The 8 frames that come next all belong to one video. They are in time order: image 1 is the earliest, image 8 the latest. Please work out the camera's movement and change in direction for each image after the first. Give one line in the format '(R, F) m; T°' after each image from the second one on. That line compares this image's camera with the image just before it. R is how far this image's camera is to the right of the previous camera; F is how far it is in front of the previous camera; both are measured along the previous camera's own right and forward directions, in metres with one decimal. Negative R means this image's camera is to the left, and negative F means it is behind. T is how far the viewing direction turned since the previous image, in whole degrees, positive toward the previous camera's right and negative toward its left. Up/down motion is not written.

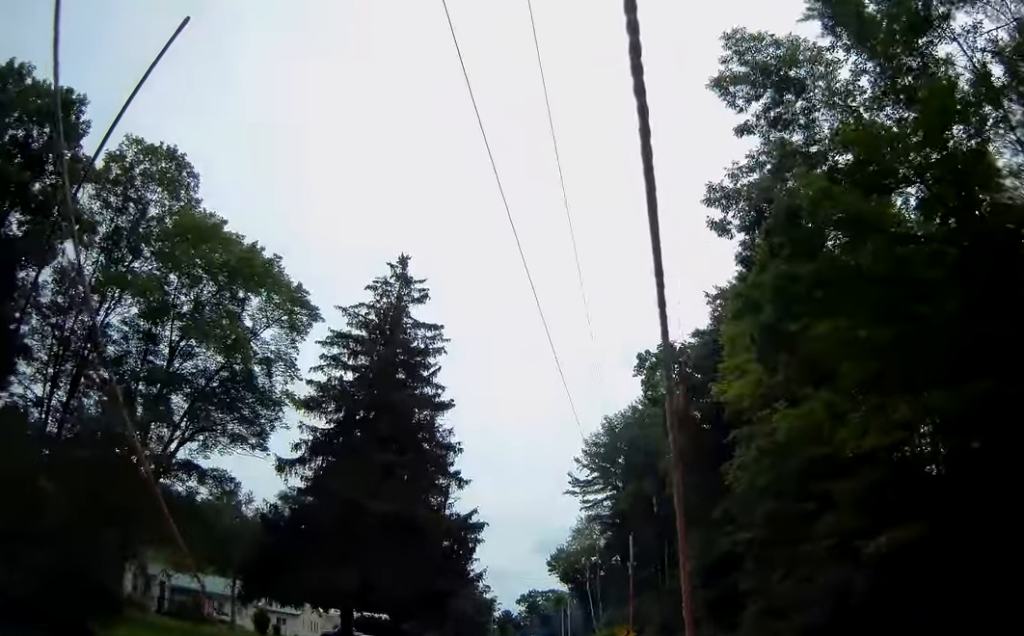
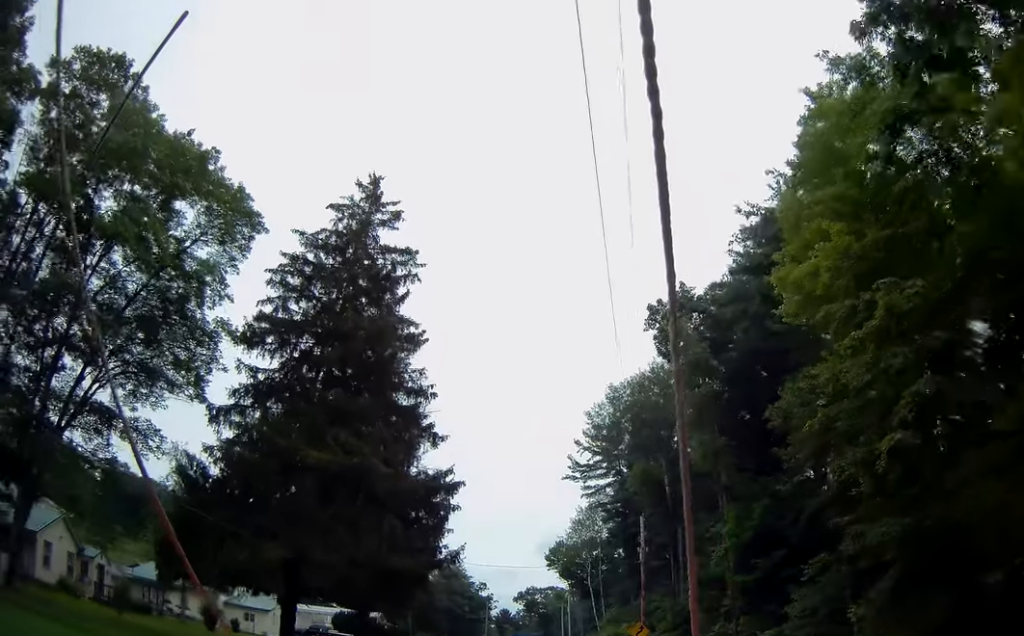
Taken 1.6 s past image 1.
(+0.1, +8.3) m; -1°
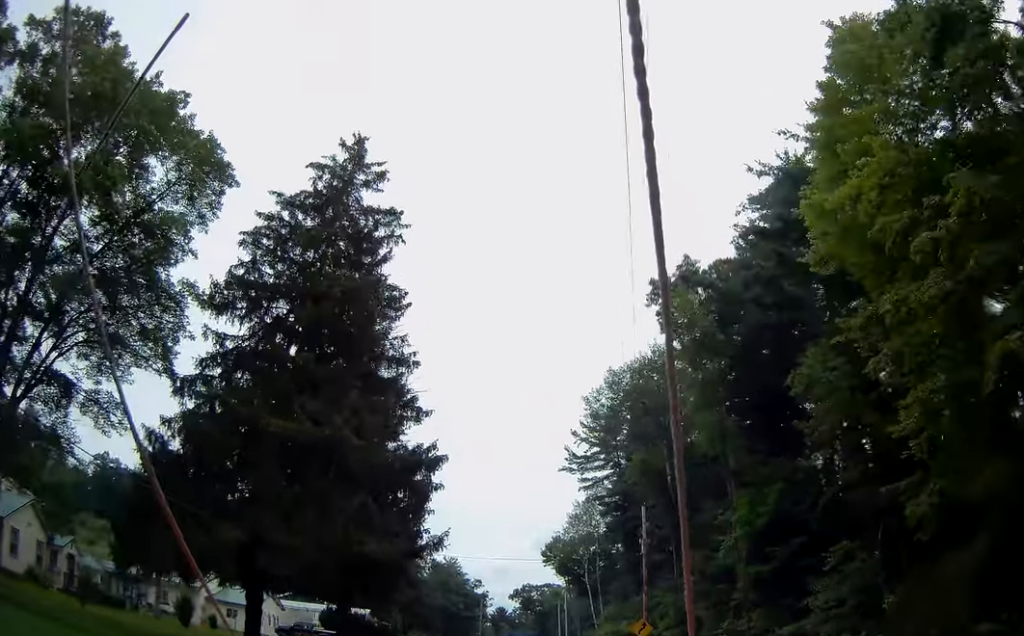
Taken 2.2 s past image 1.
(-0.3, +3.2) m; 0°
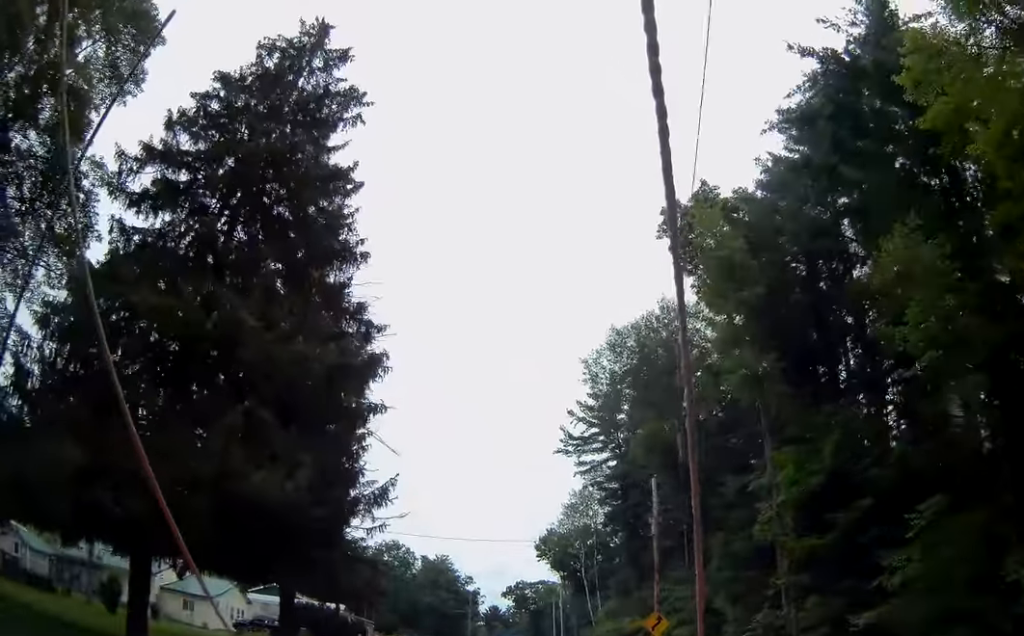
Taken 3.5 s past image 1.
(+0.2, +7.1) m; 0°
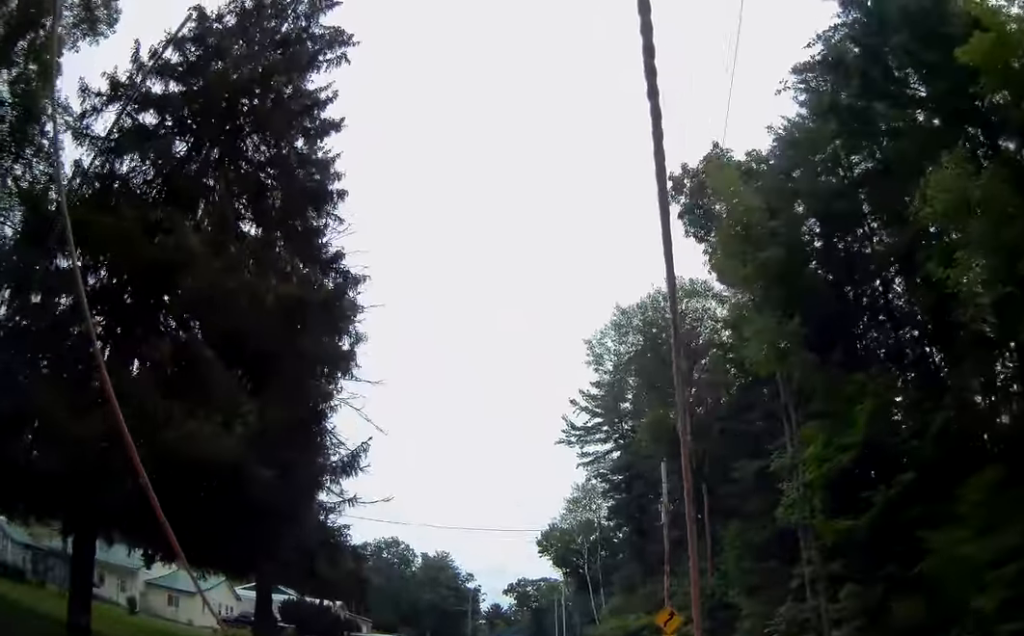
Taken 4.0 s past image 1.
(-0.1, +2.6) m; 0°
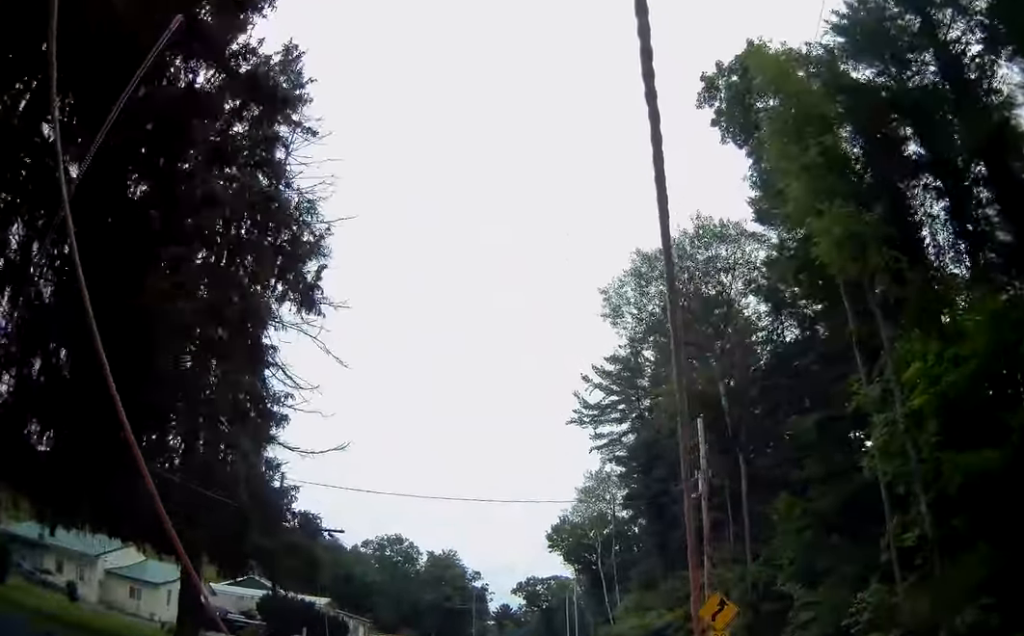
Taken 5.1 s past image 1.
(0.0, +6.6) m; 0°
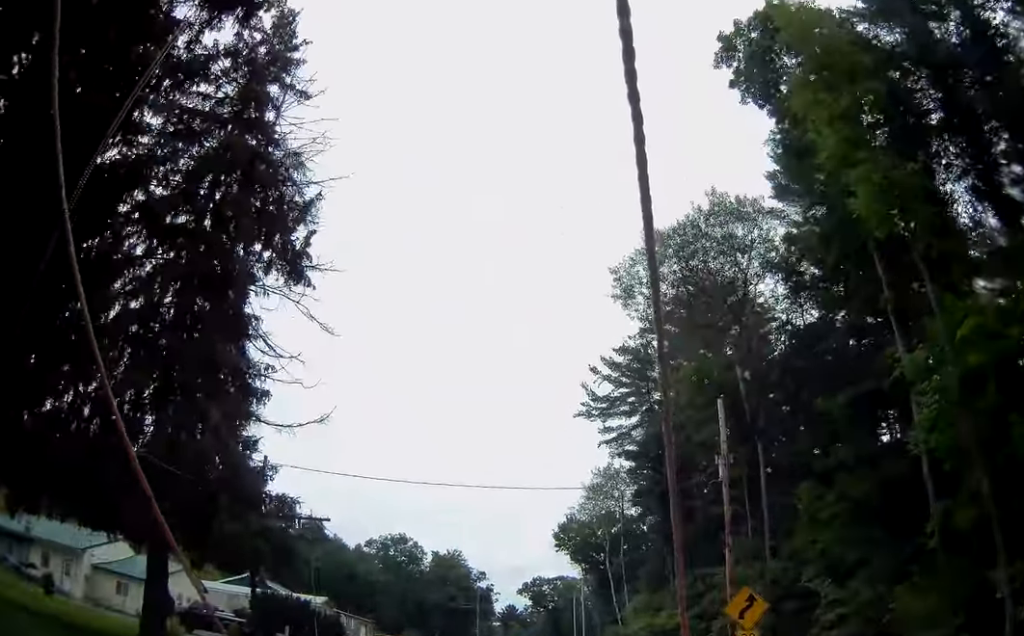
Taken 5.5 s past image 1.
(+0.2, +2.4) m; 0°
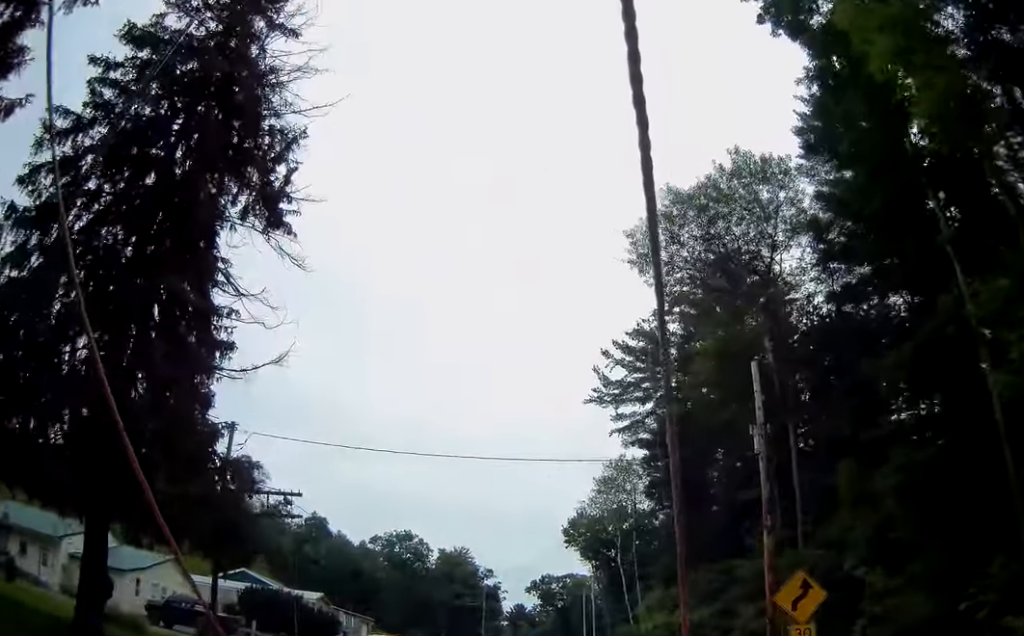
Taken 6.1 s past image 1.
(-0.2, +3.7) m; -2°
